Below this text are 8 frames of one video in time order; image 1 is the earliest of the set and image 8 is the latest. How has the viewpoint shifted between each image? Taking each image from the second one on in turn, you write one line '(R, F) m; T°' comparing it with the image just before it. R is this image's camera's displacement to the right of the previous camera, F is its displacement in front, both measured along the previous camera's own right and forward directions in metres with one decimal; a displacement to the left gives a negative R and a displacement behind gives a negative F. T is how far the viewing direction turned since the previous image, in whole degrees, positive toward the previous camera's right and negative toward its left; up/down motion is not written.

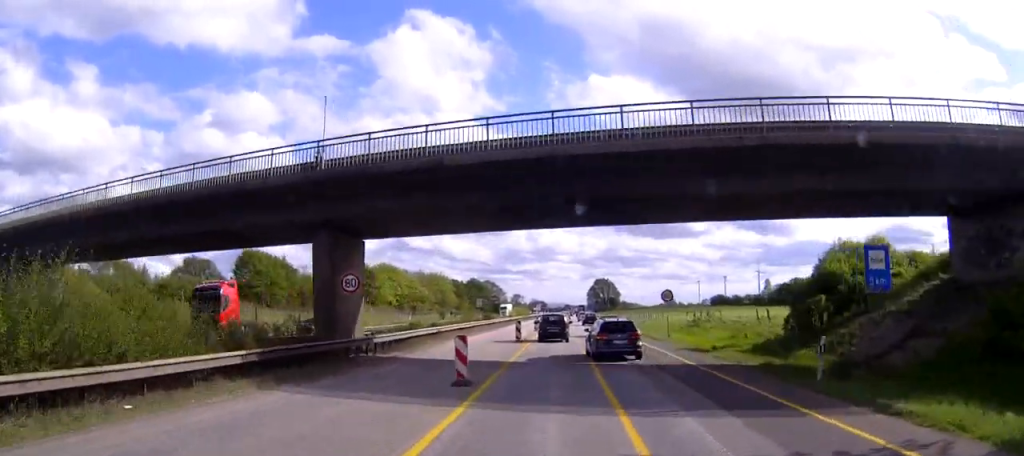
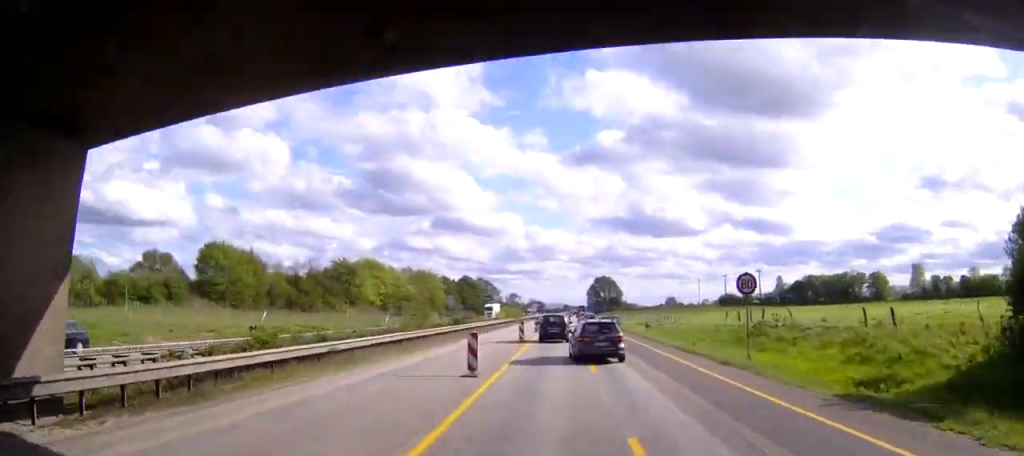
(0.0, +19.2) m; 0°
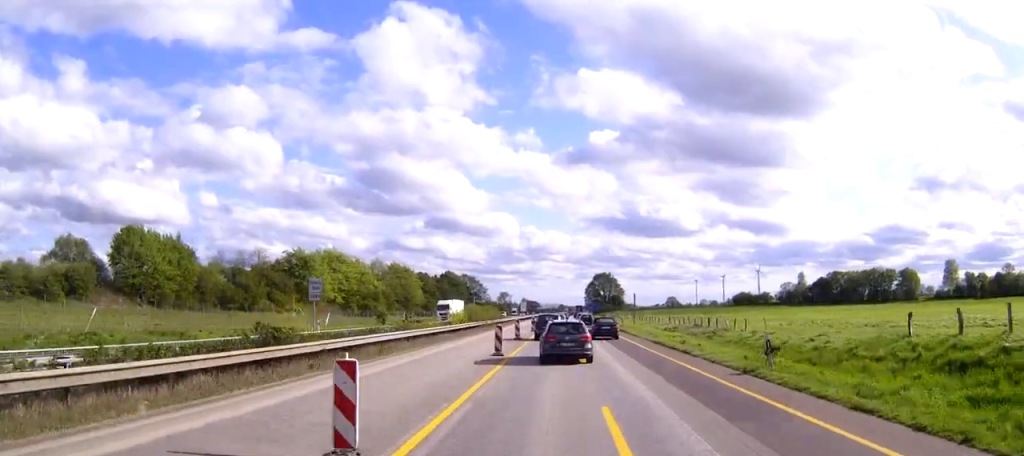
(+0.1, +32.8) m; 0°
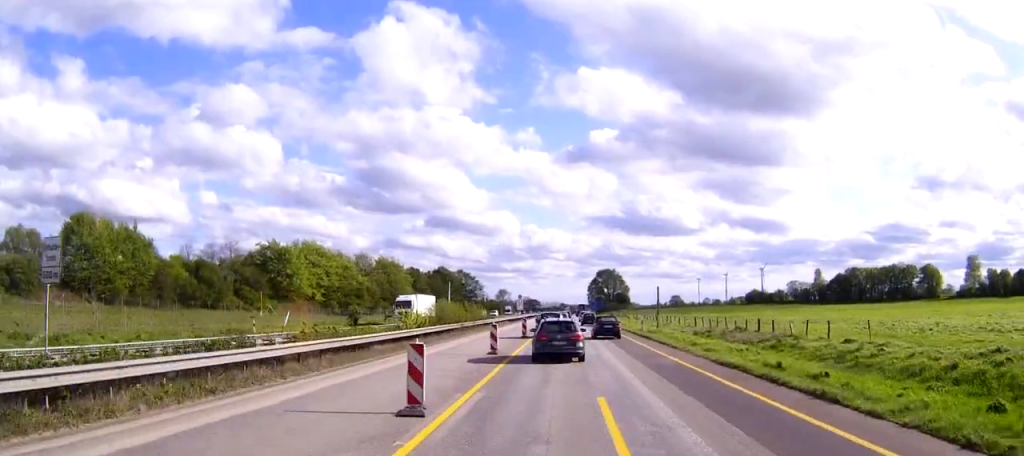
(0.0, +16.5) m; 0°
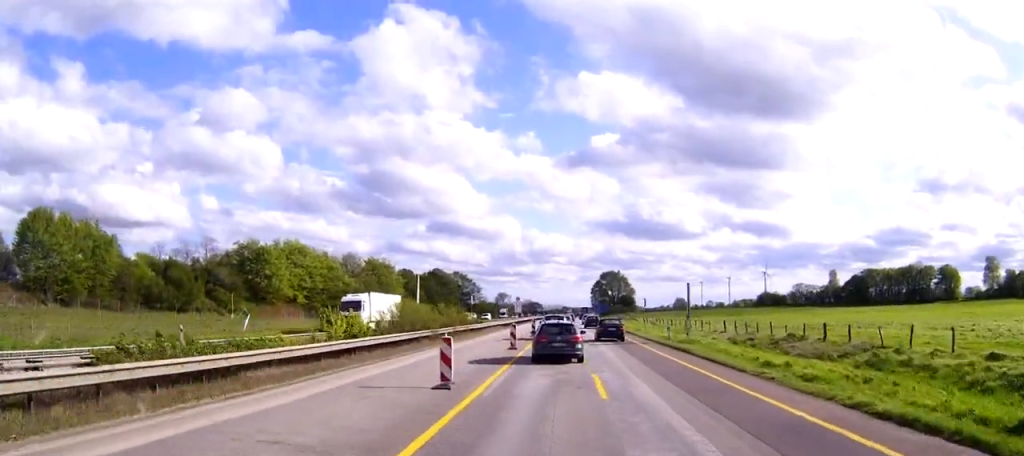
(0.0, +12.4) m; 0°
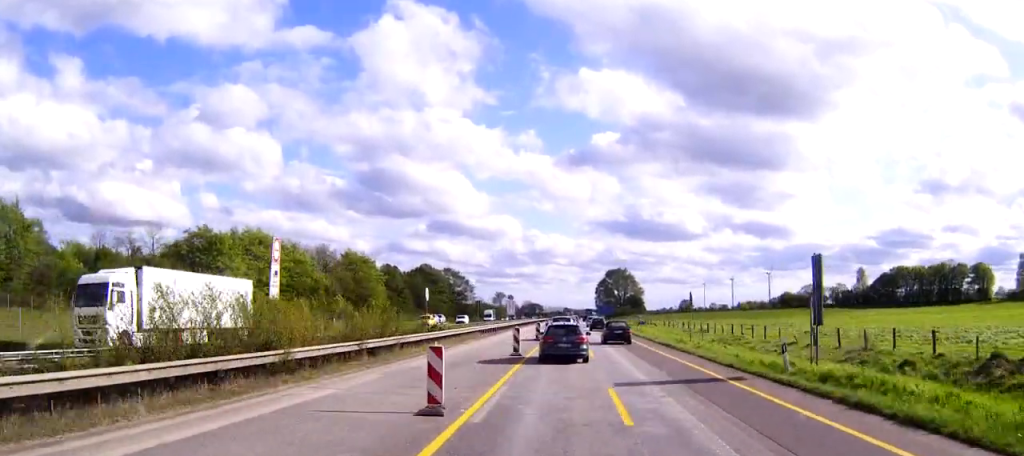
(0.0, +21.6) m; 0°
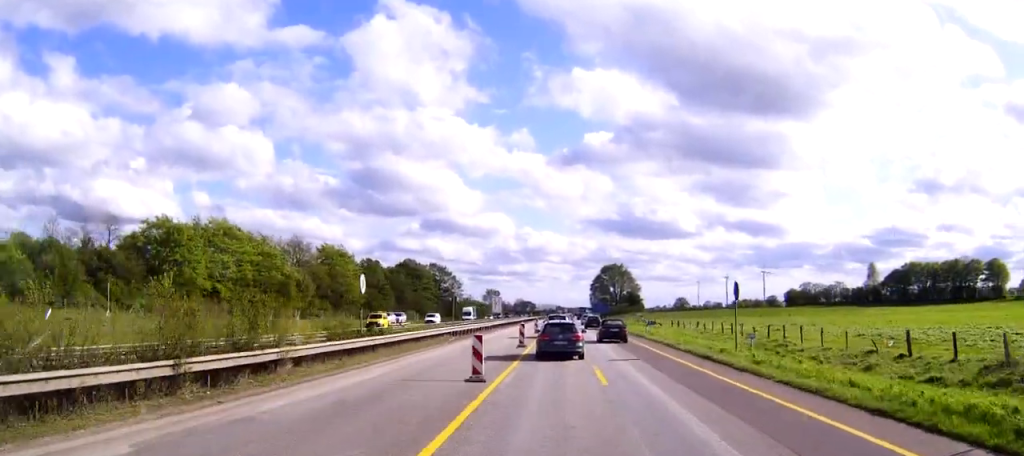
(0.0, +12.3) m; 0°
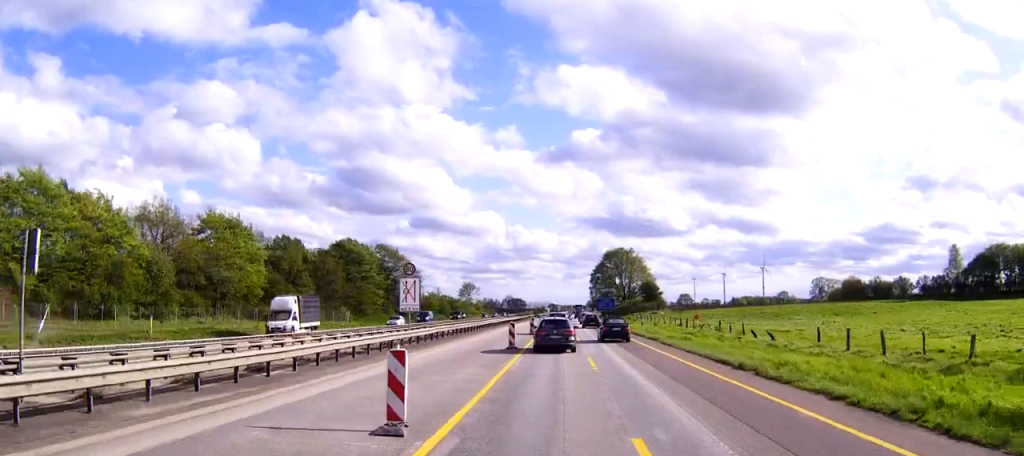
(+0.4, +50.0) m; +1°
